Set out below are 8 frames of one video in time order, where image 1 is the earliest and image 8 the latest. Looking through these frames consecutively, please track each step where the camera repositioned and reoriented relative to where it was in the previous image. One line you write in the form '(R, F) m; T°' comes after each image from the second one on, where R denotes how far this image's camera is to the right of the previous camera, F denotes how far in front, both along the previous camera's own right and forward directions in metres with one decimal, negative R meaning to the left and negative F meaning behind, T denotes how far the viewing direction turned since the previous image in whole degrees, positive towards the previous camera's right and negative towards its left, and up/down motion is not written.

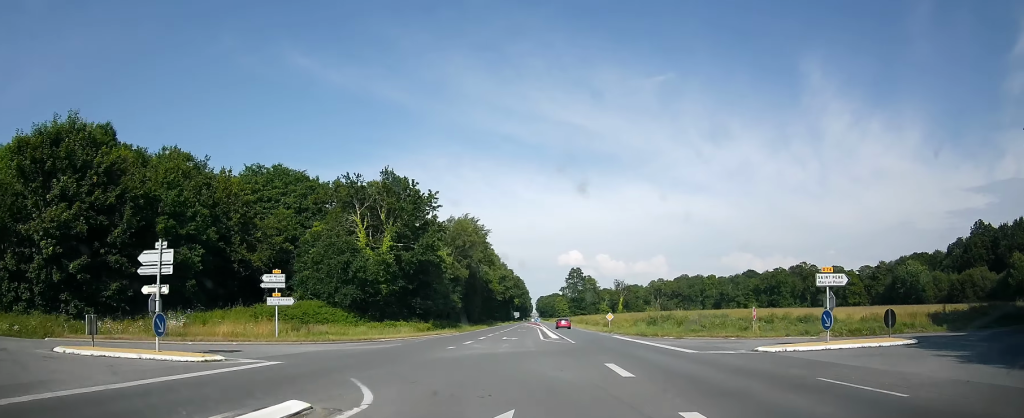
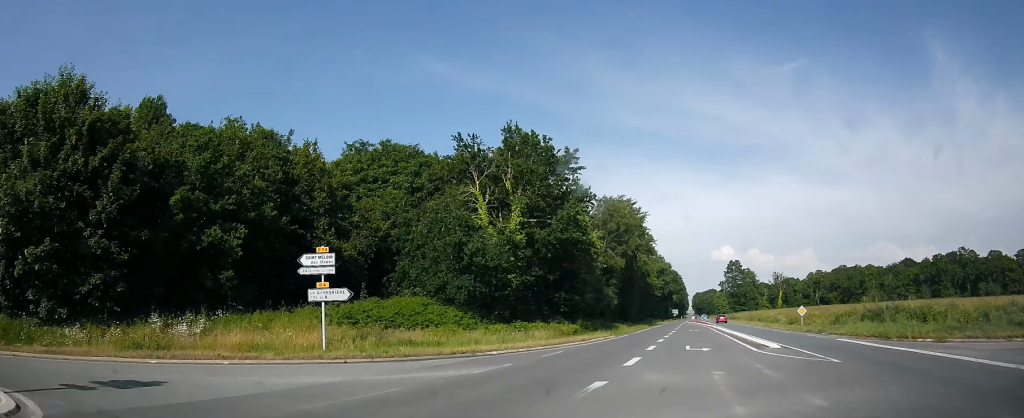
(-2.2, +14.2) m; -18°
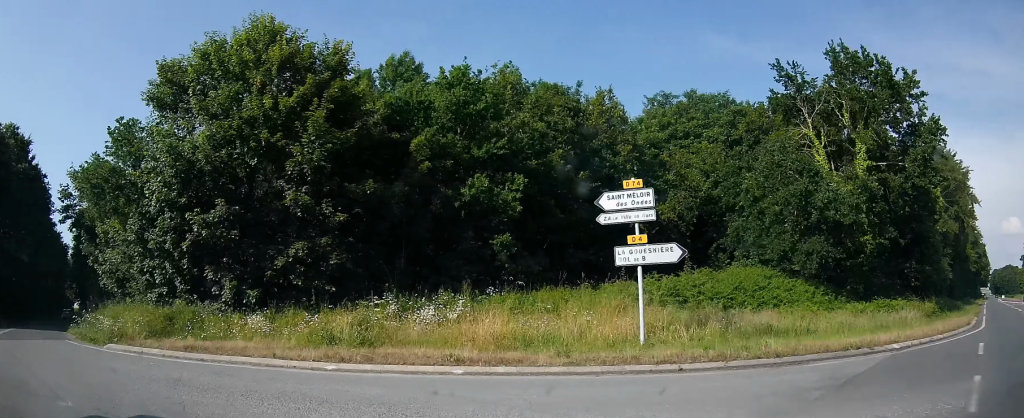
(-1.4, +8.7) m; -26°
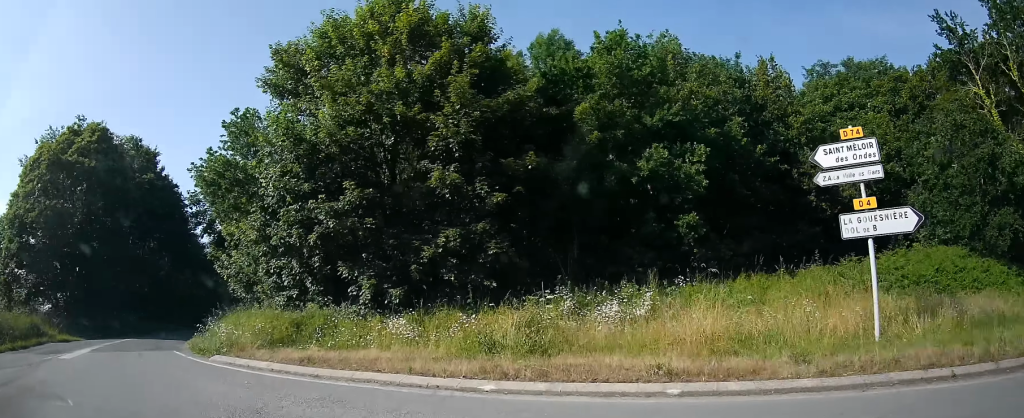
(+0.1, +3.3) m; -15°
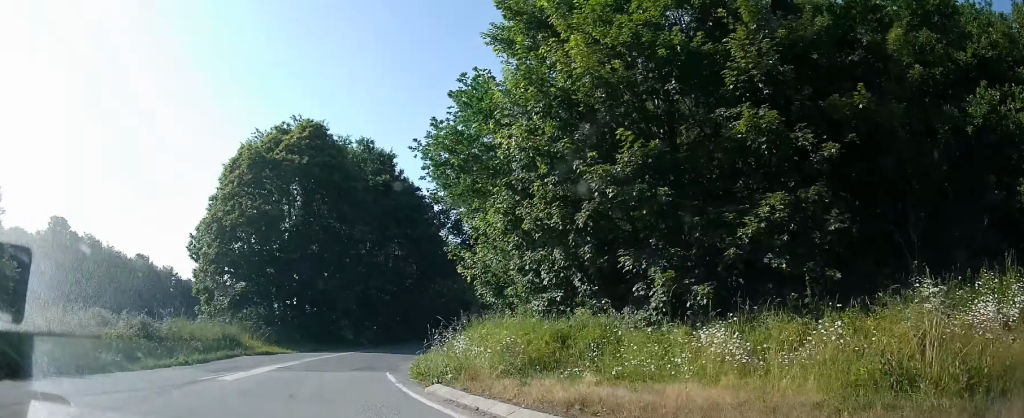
(-1.5, +4.2) m; -33°
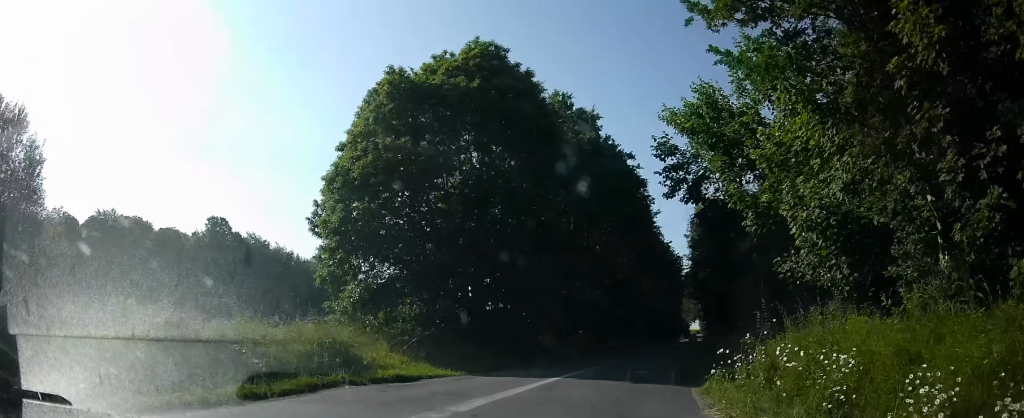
(-3.6, +7.5) m; -29°
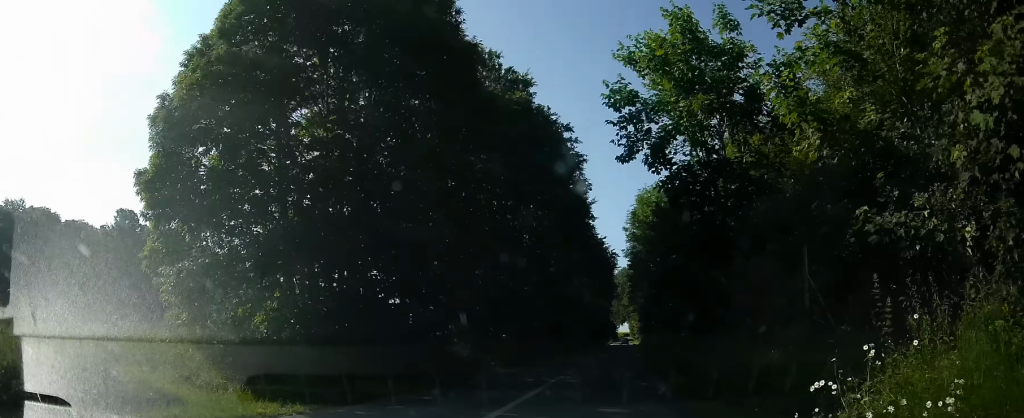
(0.0, +5.8) m; +4°
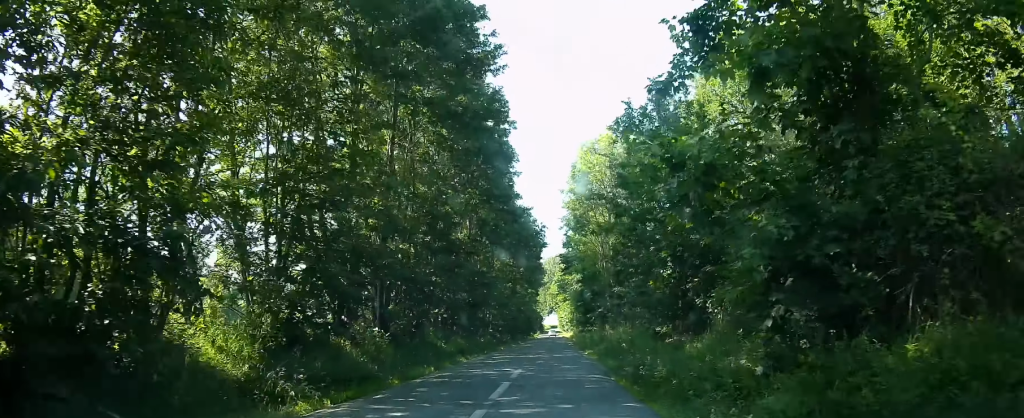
(+1.0, +10.8) m; +8°
